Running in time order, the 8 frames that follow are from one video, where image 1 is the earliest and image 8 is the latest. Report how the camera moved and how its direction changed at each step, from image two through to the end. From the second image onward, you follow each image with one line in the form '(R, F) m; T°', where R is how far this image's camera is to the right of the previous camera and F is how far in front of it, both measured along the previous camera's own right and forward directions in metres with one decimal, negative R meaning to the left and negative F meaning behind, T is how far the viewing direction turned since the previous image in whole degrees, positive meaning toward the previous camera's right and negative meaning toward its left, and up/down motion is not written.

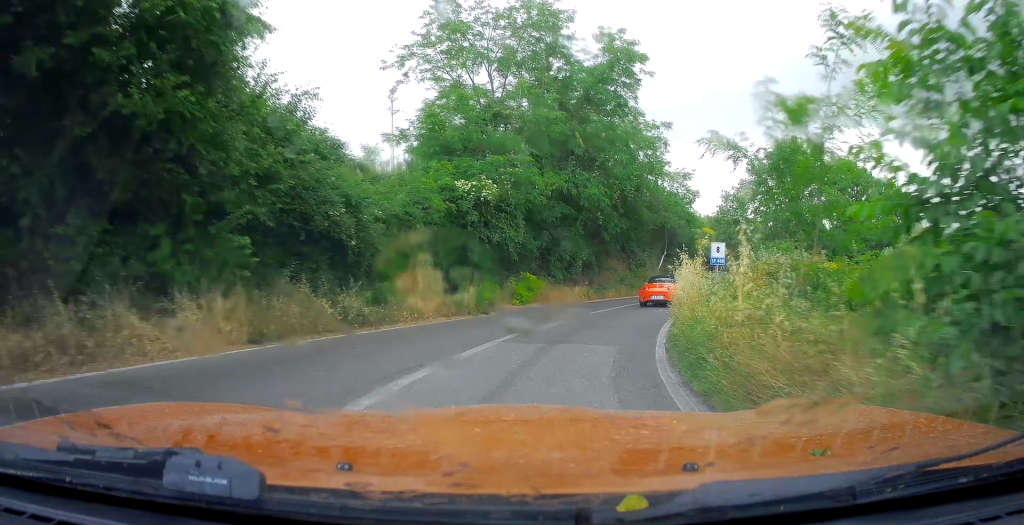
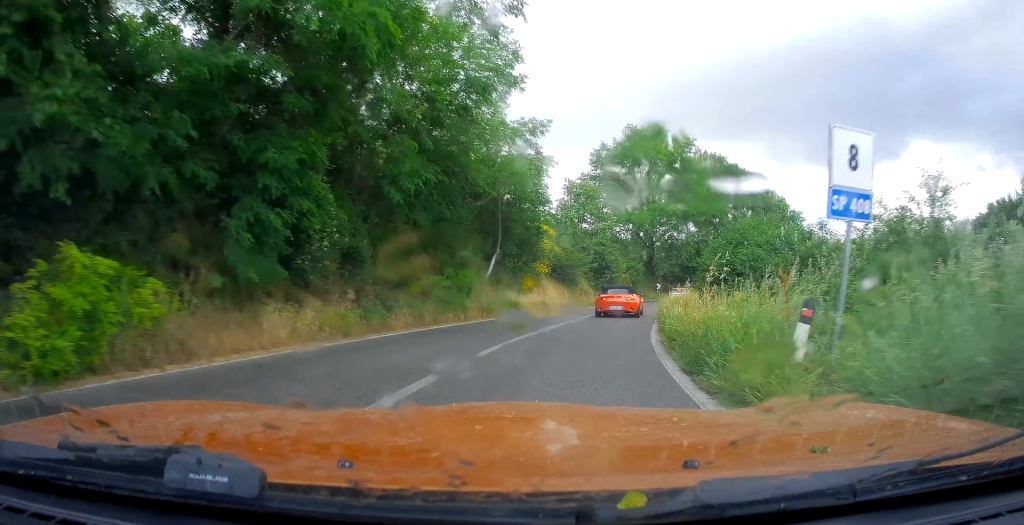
(+3.2, +16.4) m; +22°
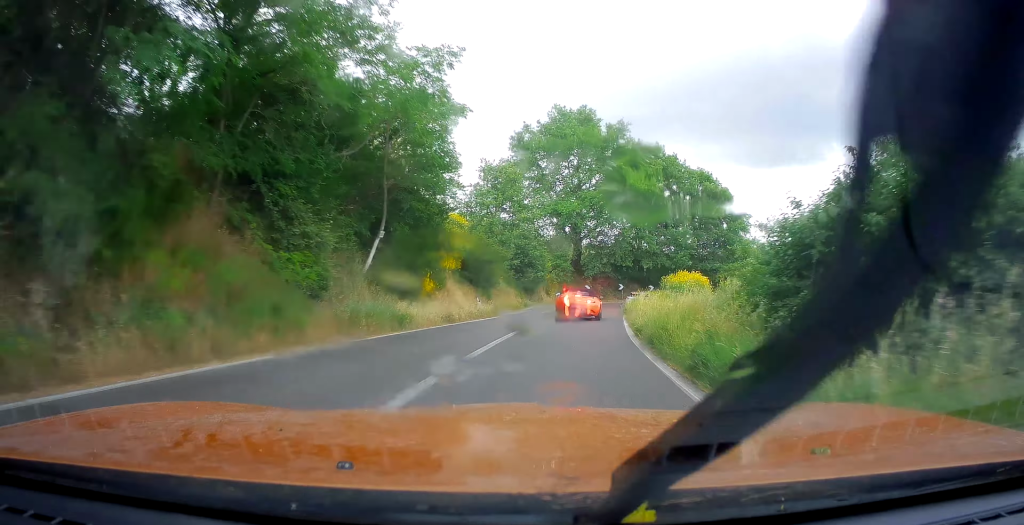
(+0.7, +8.5) m; +7°
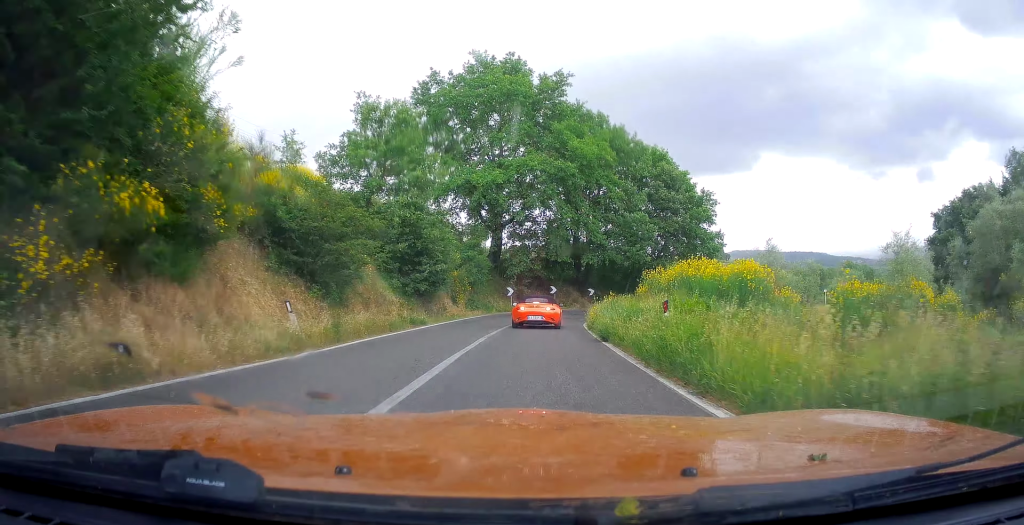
(+1.2, +14.8) m; +8°
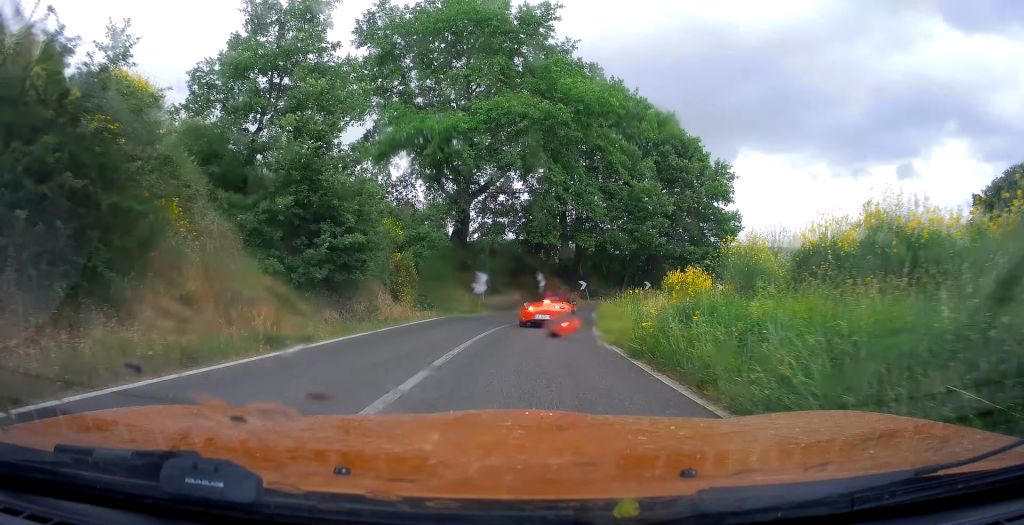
(+0.5, +10.9) m; +4°
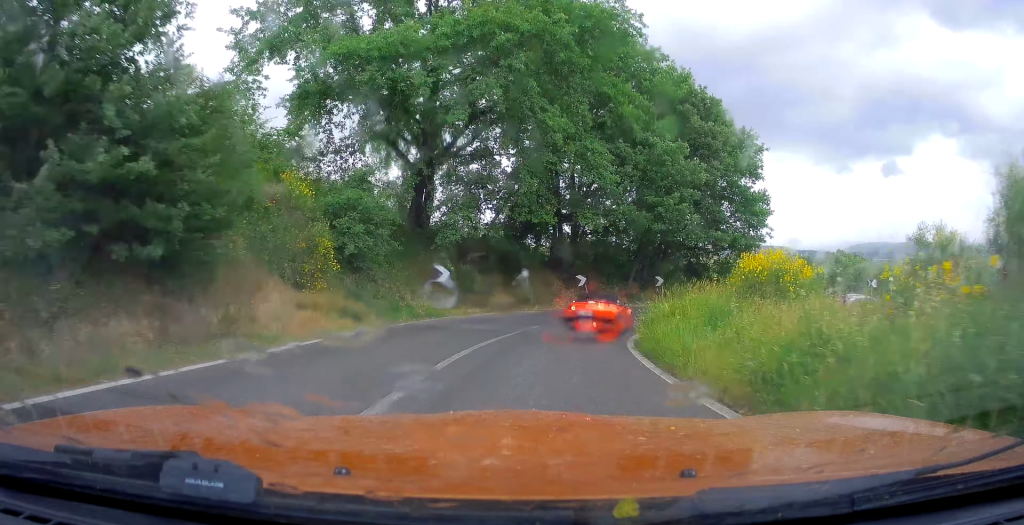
(+0.2, +8.9) m; +4°
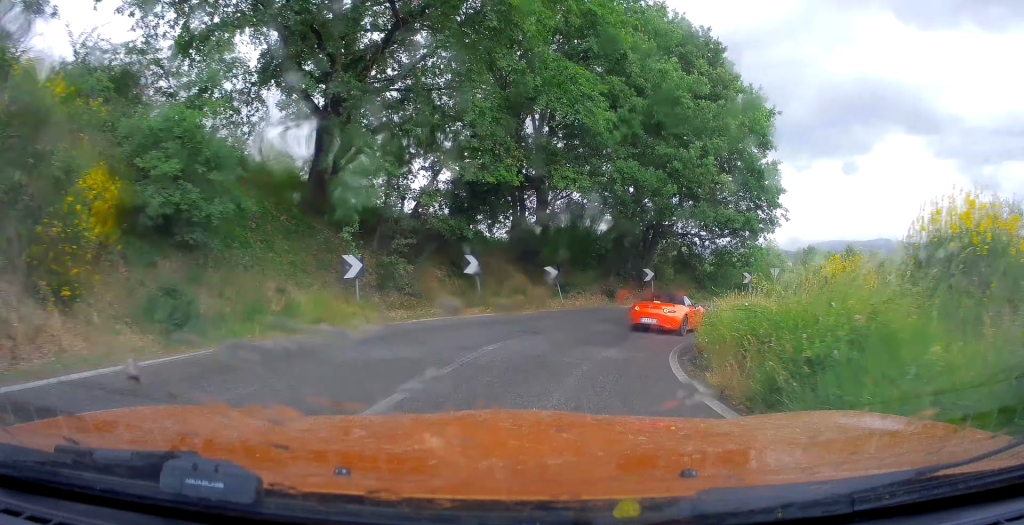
(-0.1, +8.5) m; +6°
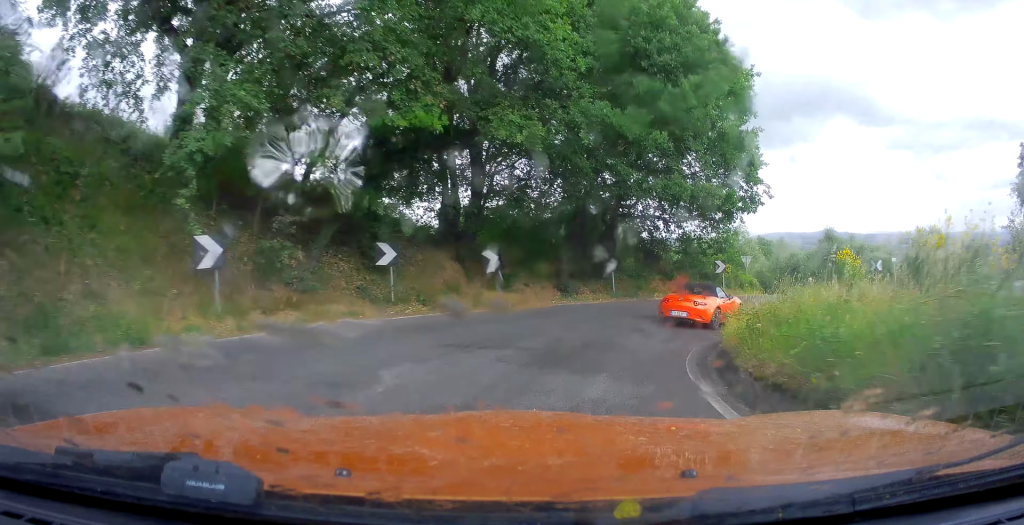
(+0.6, +4.8) m; +7°
